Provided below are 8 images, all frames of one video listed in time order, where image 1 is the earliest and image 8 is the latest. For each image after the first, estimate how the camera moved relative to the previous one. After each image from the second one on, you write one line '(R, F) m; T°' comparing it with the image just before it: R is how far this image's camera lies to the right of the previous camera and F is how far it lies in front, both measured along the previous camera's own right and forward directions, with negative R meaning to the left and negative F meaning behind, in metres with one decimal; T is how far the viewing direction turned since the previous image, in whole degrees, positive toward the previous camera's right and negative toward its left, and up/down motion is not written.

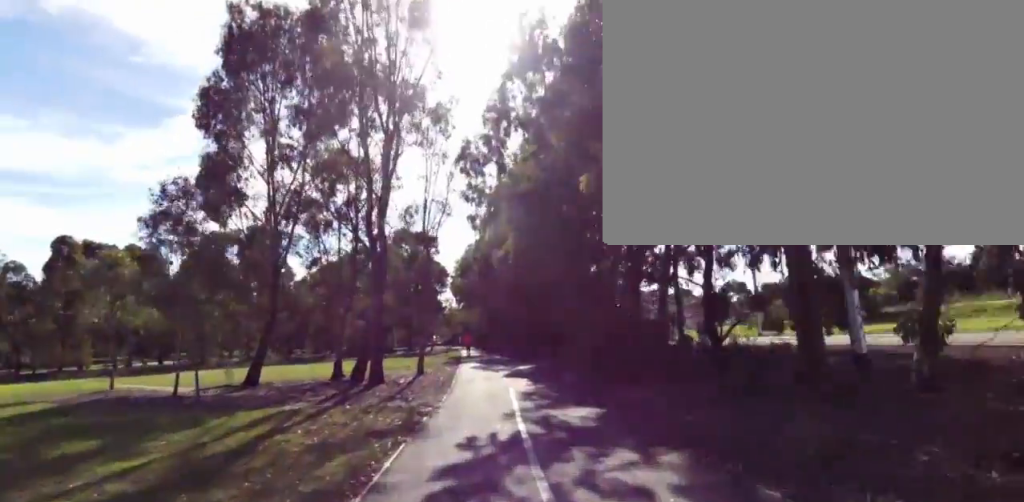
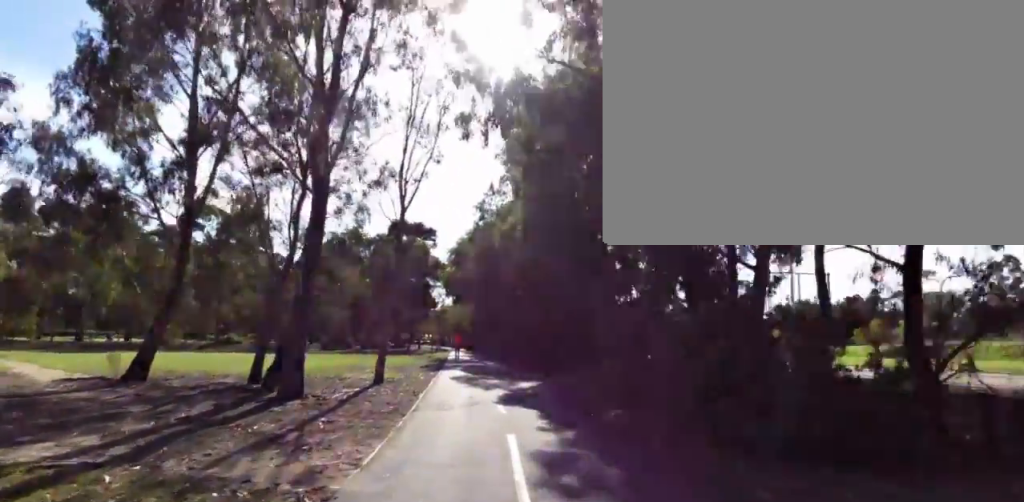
(0.0, +5.7) m; 0°
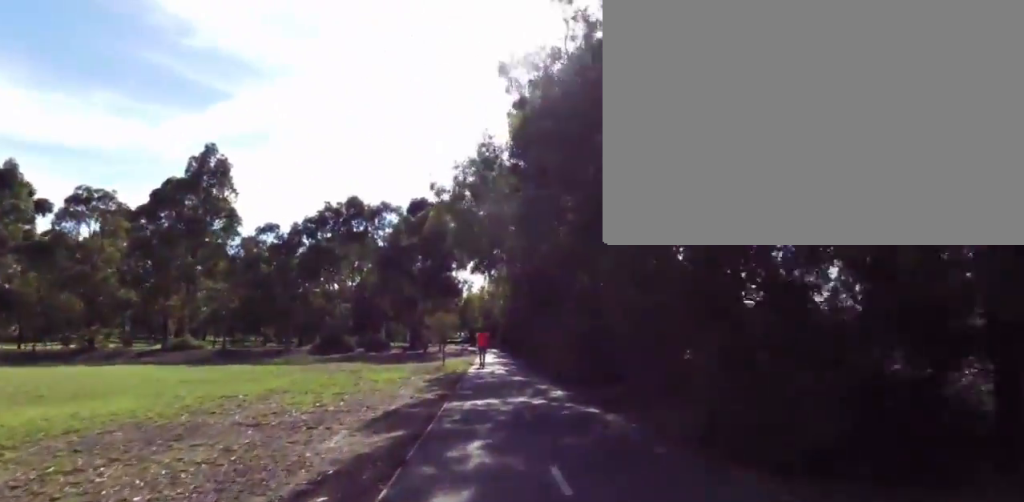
(-0.2, +14.9) m; -17°
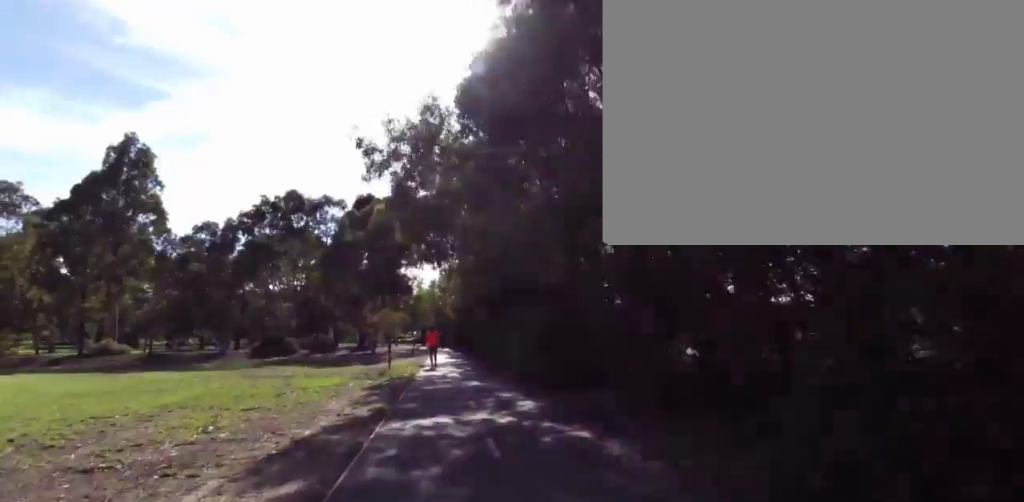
(-0.7, +2.6) m; 0°
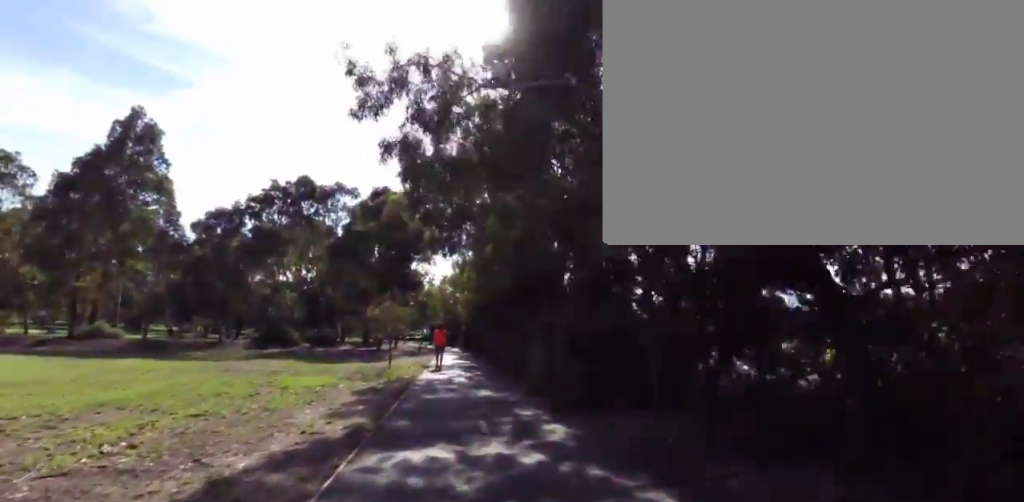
(-0.7, +2.4) m; +1°
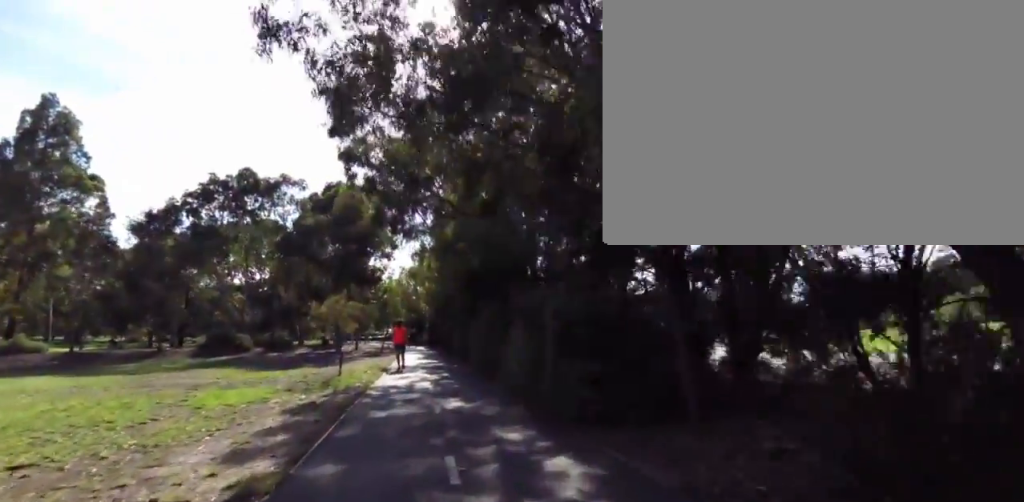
(+0.6, +2.7) m; +7°
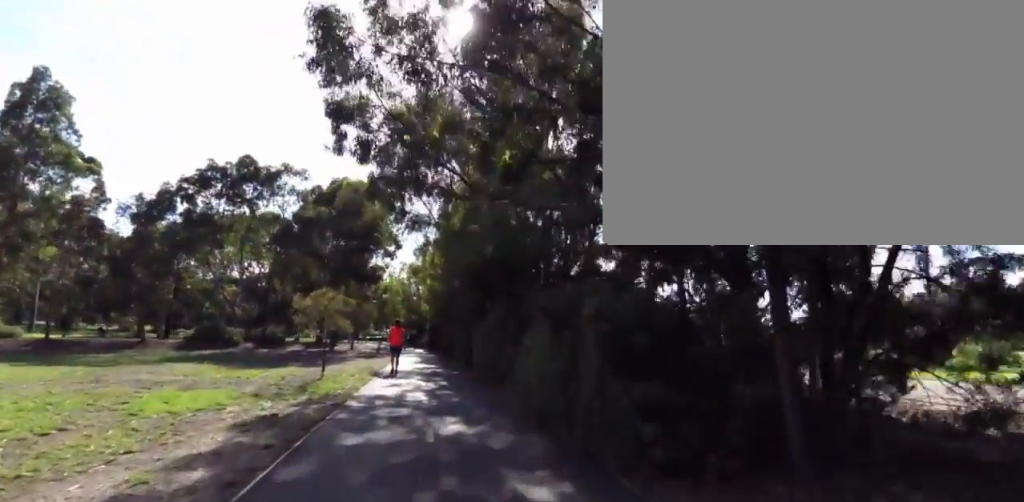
(+0.3, +2.2) m; +6°
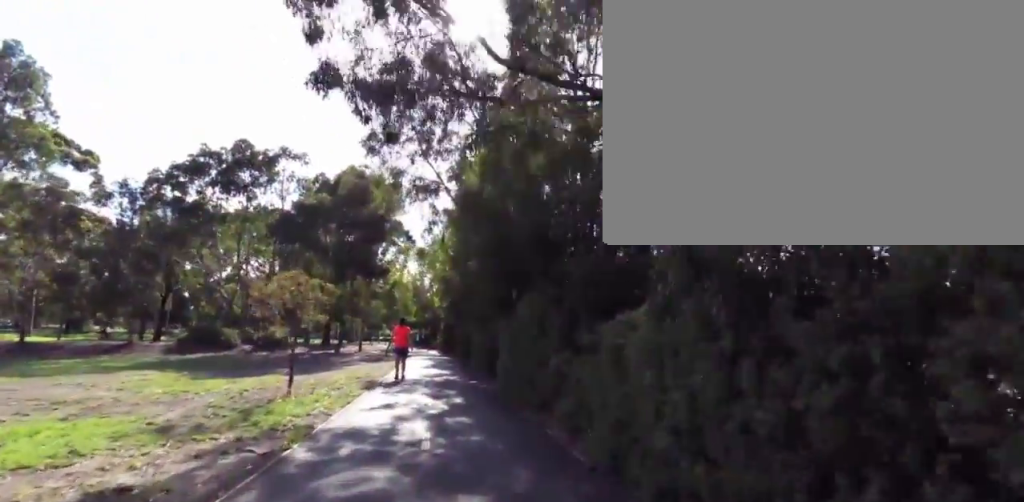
(+0.2, +4.7) m; +2°
